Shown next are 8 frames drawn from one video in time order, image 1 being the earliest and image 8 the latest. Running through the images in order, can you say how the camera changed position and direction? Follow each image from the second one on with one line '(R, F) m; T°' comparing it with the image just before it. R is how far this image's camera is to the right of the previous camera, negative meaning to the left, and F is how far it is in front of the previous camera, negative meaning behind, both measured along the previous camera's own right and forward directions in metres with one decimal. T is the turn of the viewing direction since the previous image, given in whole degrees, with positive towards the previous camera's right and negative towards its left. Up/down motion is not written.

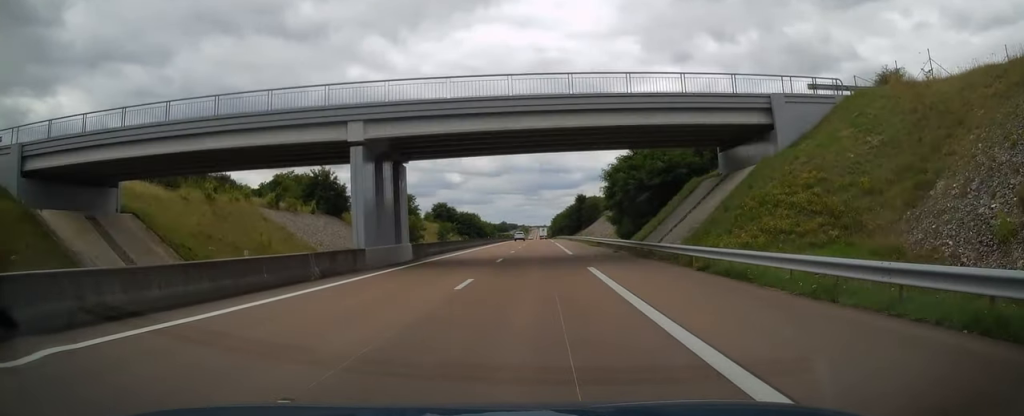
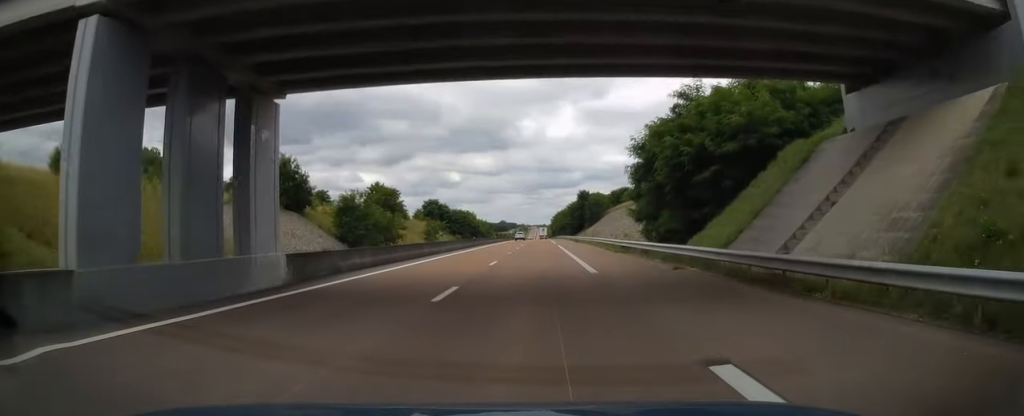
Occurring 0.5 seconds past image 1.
(0.0, +15.6) m; 0°
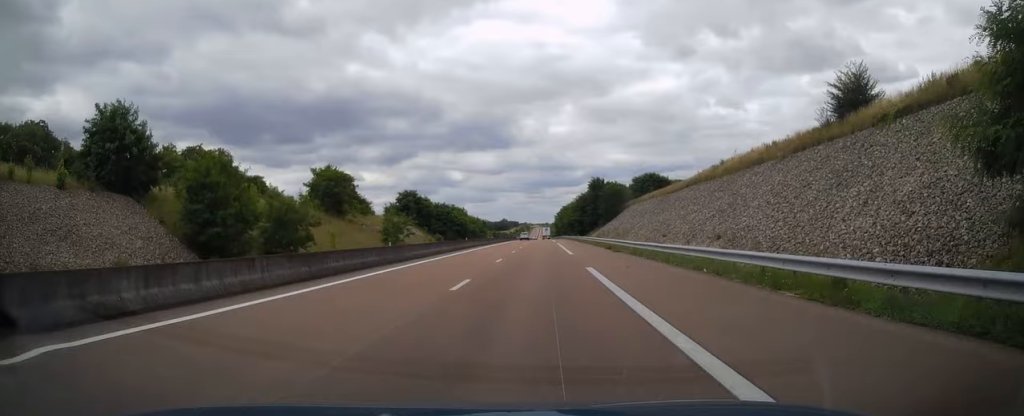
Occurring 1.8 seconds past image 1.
(+0.2, +36.1) m; 0°
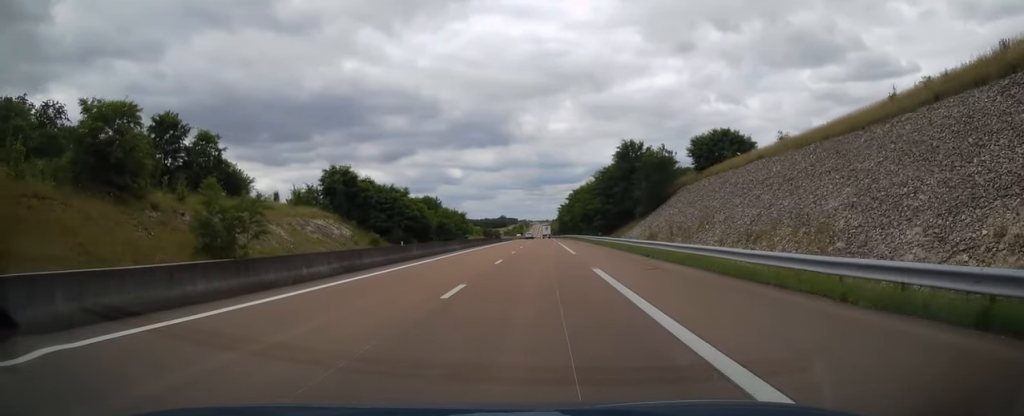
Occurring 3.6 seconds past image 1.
(-0.6, +53.3) m; -1°
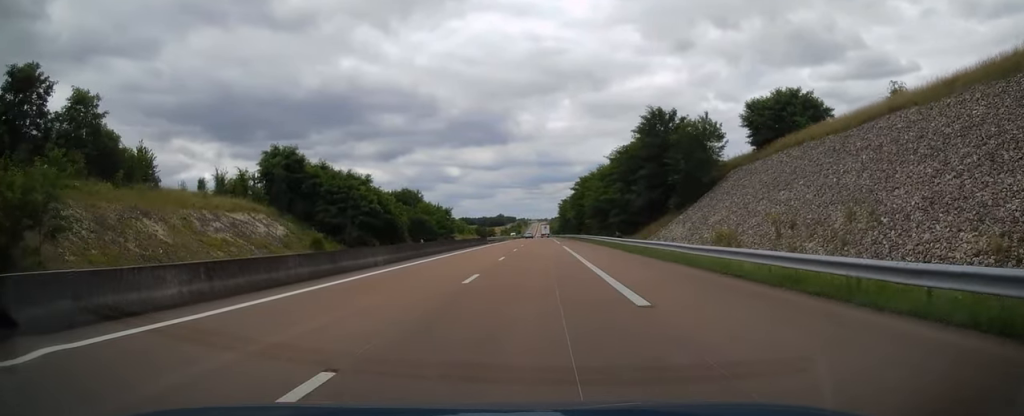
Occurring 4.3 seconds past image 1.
(0.0, +22.5) m; 0°
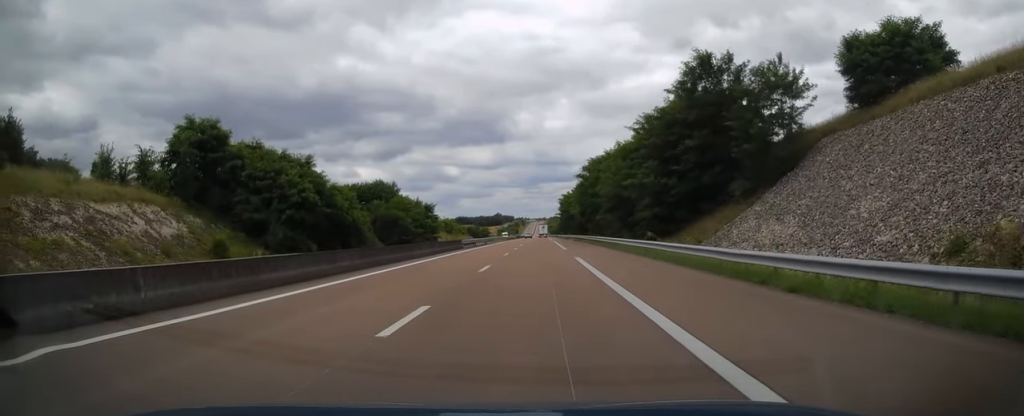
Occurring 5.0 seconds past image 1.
(0.0, +20.5) m; 0°
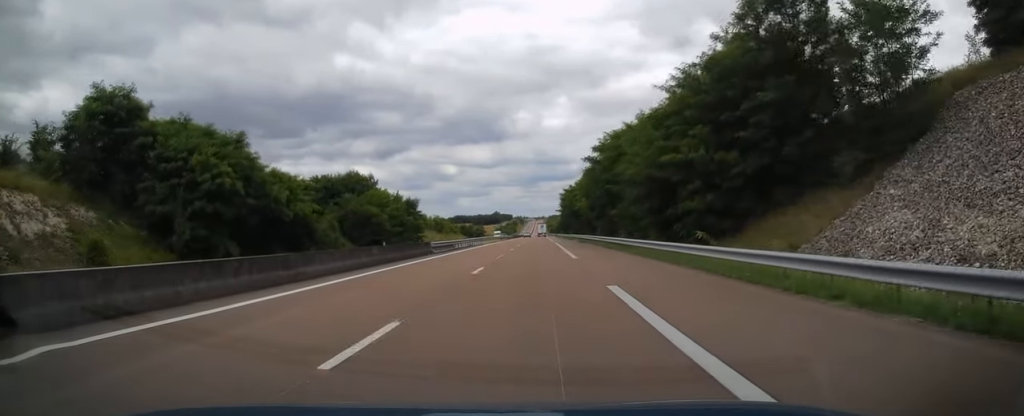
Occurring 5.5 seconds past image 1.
(0.0, +14.7) m; 0°
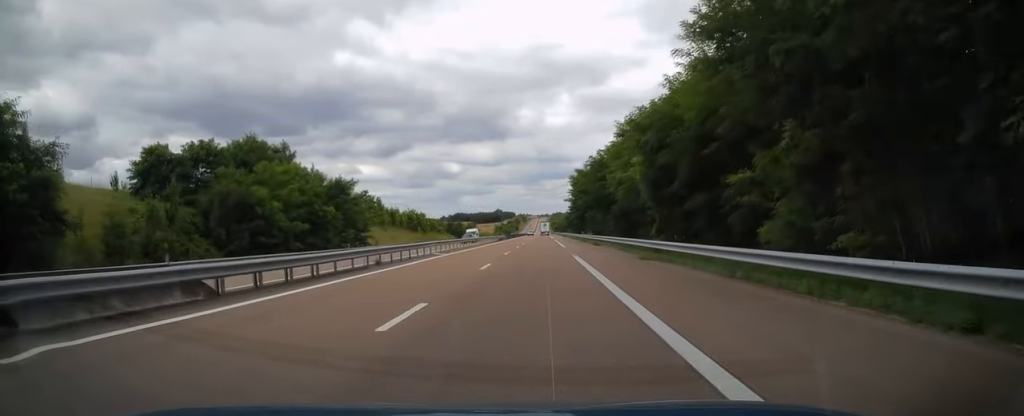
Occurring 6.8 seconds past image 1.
(0.0, +36.2) m; 0°
